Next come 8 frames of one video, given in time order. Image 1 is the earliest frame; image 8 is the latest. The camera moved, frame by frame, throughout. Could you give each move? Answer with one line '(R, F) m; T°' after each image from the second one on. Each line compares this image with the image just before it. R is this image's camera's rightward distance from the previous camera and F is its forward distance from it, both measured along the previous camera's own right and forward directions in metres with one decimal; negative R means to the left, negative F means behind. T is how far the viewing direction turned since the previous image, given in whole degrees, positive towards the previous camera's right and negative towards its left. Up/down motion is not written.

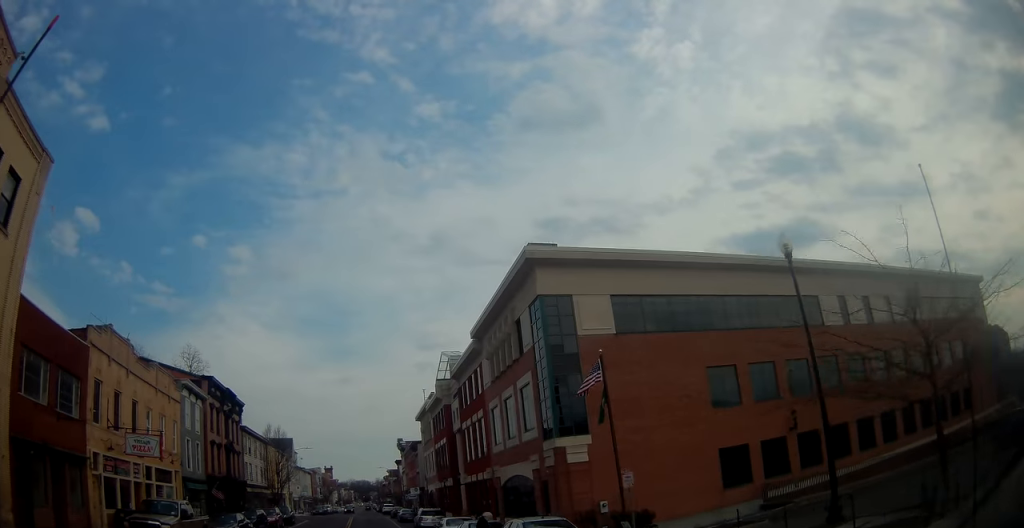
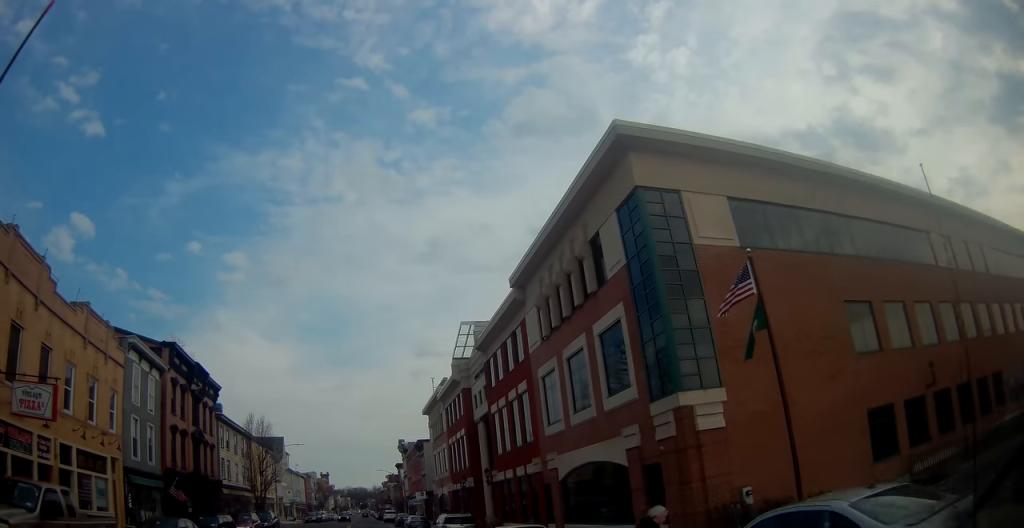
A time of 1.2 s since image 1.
(+0.3, +9.7) m; +3°
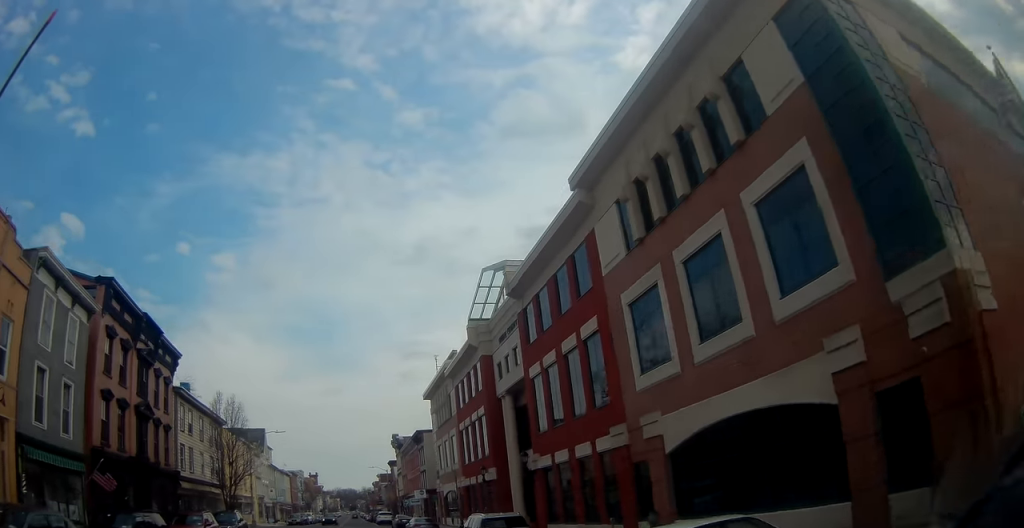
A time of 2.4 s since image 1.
(0.0, +9.3) m; 0°
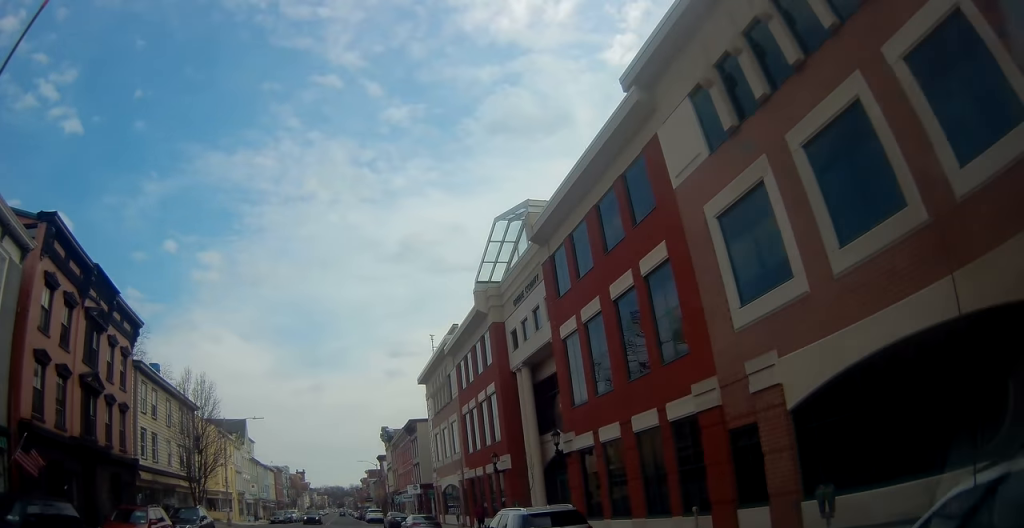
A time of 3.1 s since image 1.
(0.0, +5.5) m; 0°
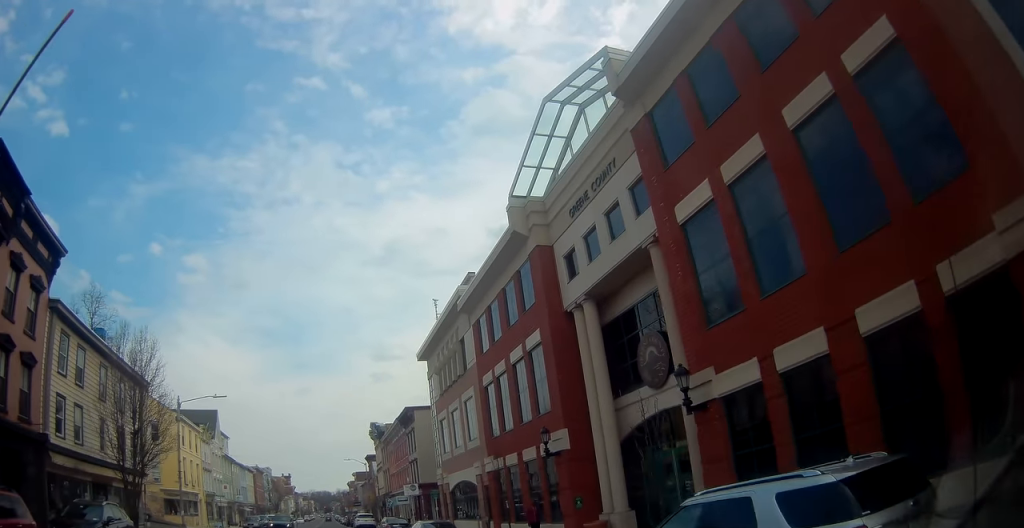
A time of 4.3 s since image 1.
(0.0, +9.3) m; +2°
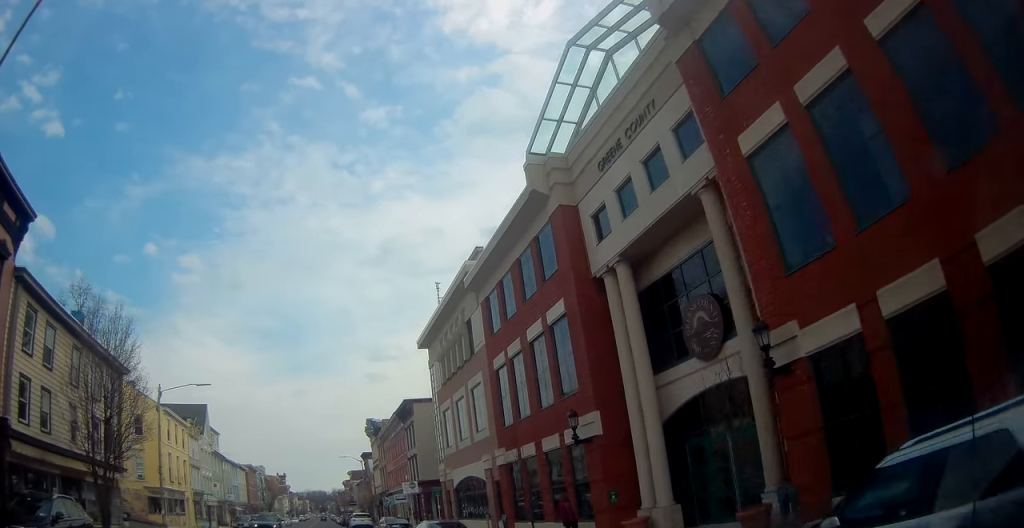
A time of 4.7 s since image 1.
(0.0, +2.9) m; 0°
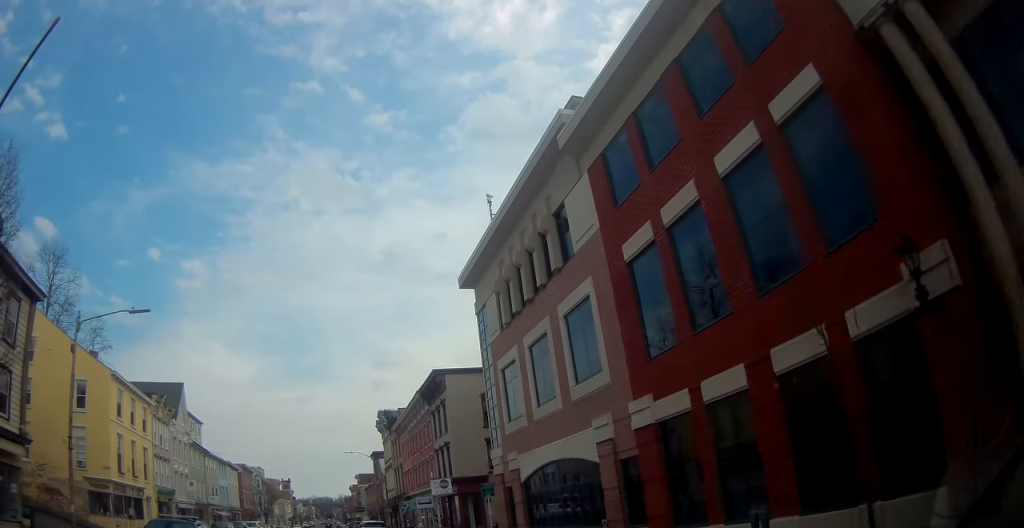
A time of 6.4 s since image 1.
(-0.1, +12.0) m; 0°
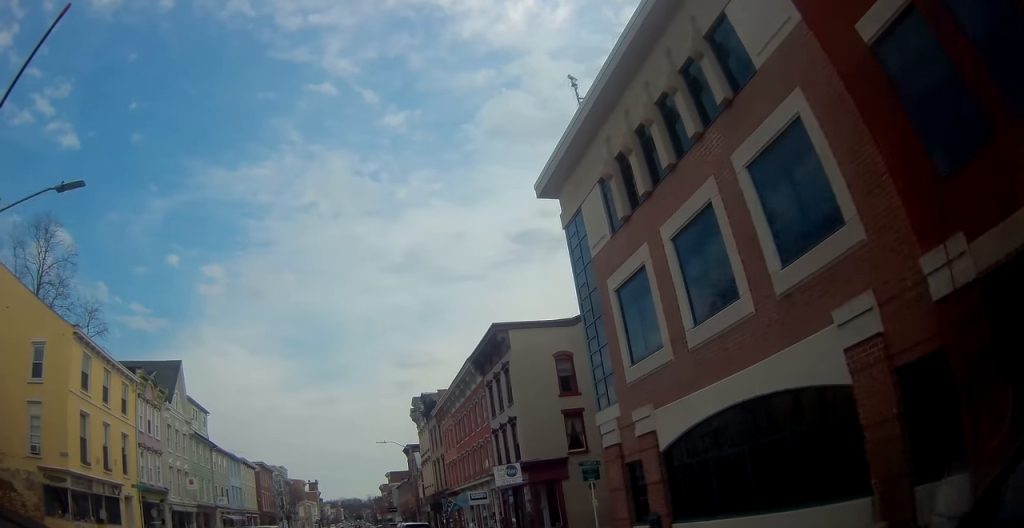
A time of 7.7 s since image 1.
(0.0, +8.5) m; -4°
